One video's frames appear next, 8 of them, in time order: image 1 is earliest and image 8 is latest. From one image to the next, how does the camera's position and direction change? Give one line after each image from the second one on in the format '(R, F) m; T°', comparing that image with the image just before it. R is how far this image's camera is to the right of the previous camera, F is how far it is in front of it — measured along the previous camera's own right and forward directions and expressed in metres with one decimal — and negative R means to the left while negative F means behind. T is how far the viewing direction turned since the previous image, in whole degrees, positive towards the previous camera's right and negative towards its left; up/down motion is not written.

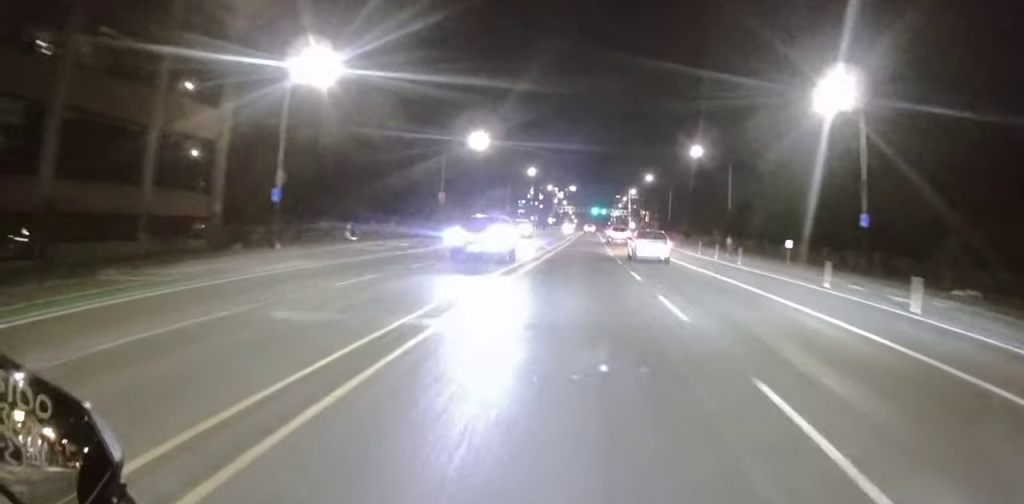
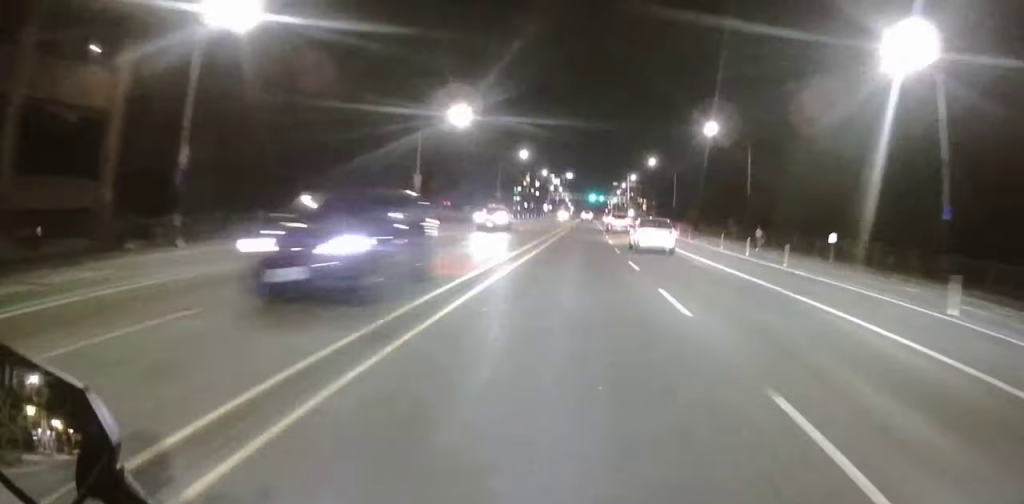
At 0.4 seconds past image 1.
(-0.2, +8.0) m; 0°
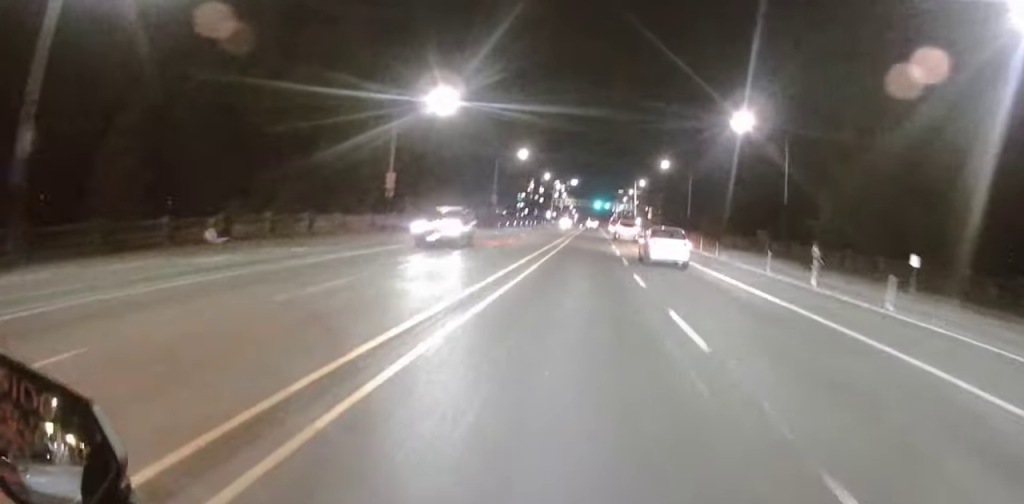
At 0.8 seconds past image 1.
(-0.2, +8.6) m; 0°
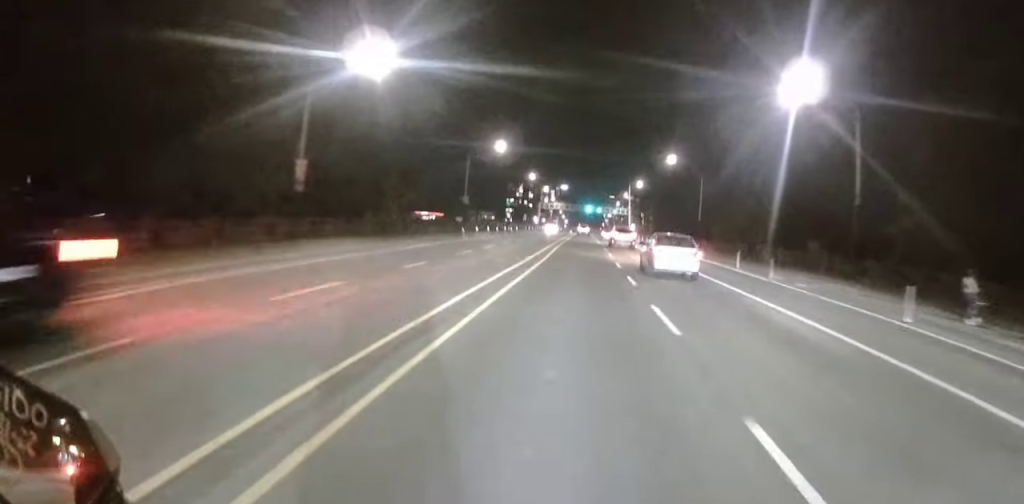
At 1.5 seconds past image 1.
(+0.3, +13.7) m; +2°
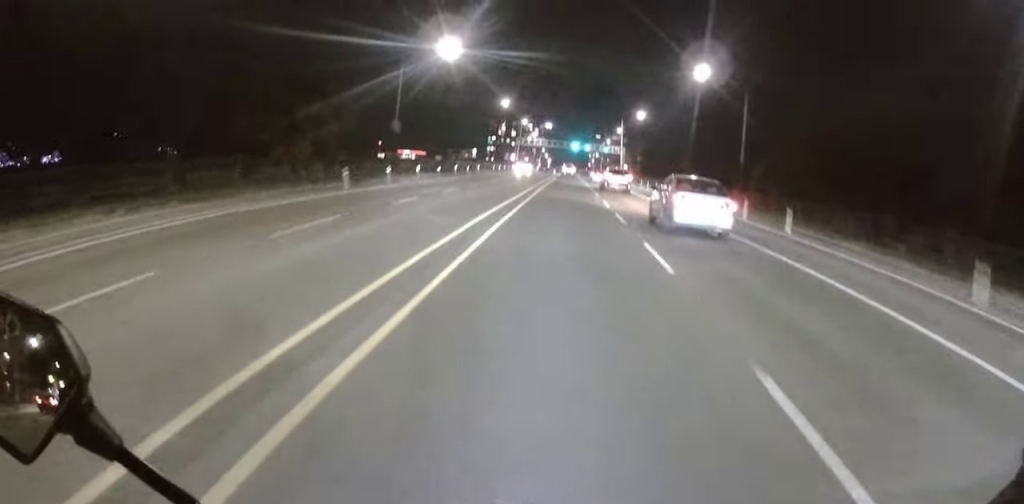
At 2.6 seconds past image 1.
(+0.6, +22.2) m; +1°
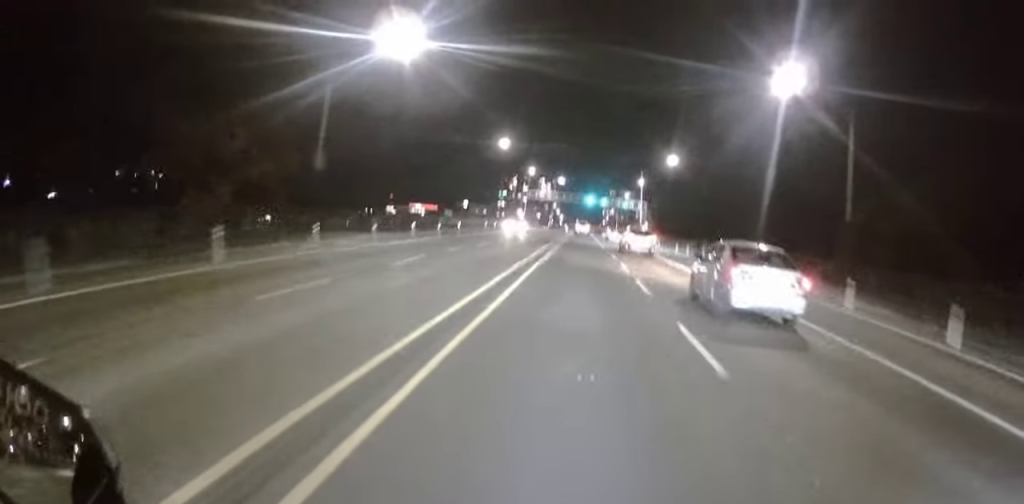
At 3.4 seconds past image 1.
(-0.1, +17.6) m; -1°
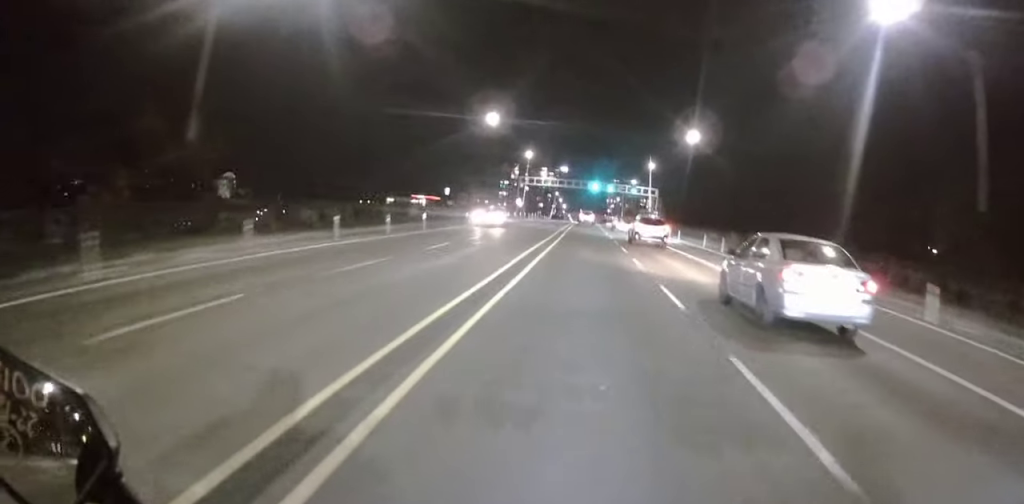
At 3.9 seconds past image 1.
(-0.1, +11.4) m; -1°
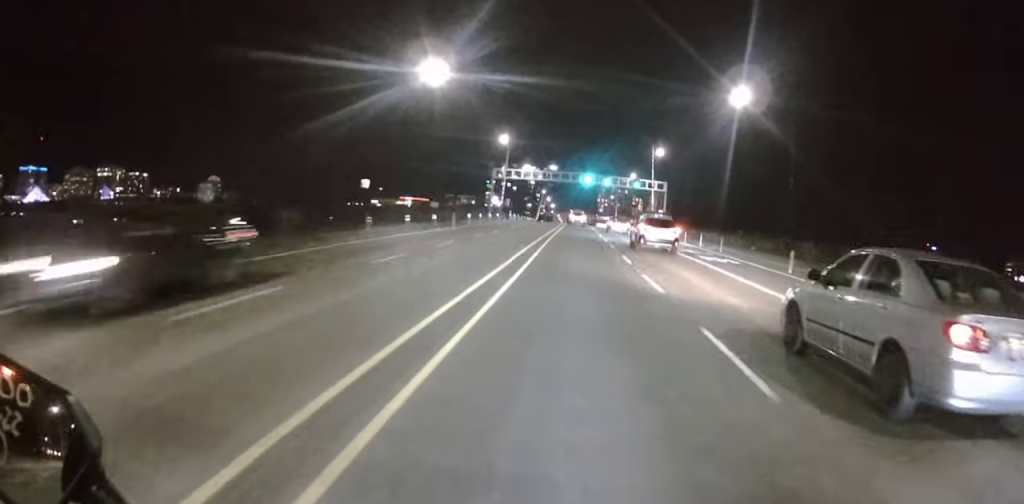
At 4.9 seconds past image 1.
(0.0, +21.3) m; 0°
